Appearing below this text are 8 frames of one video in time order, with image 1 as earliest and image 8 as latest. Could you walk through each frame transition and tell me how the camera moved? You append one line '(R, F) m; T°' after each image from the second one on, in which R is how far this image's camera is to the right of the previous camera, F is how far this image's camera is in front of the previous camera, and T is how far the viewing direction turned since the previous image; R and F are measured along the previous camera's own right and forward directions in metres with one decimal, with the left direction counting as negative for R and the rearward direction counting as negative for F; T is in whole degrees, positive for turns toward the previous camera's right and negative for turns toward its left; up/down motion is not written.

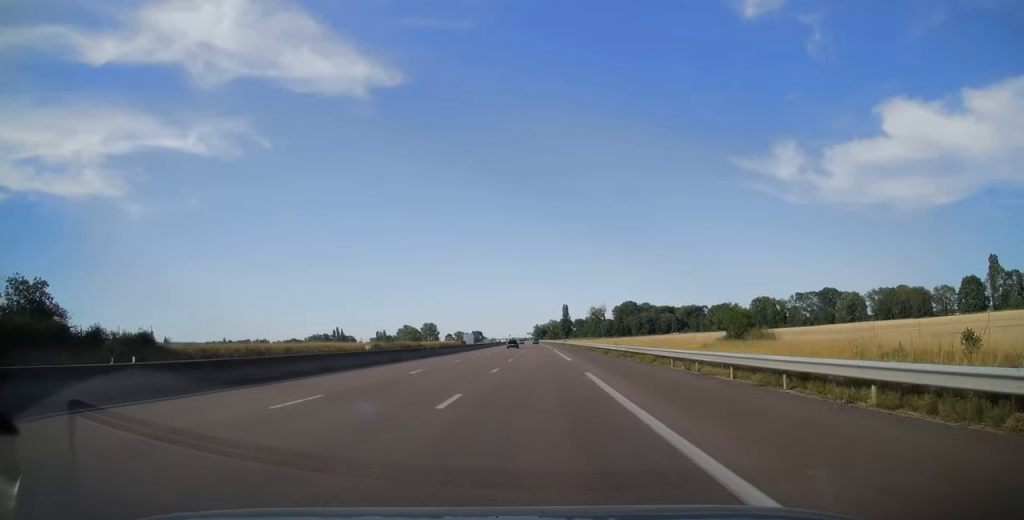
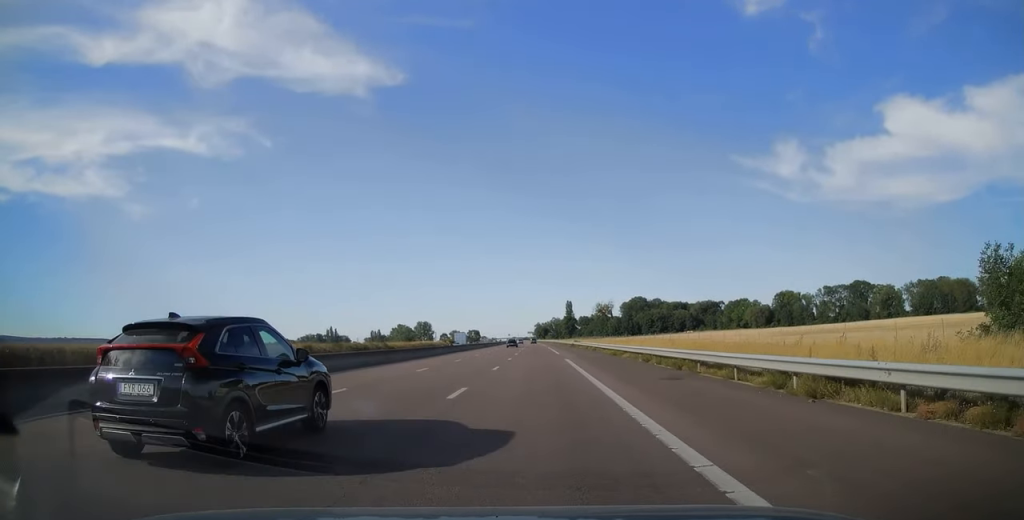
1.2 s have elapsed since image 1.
(-0.1, +36.9) m; 0°
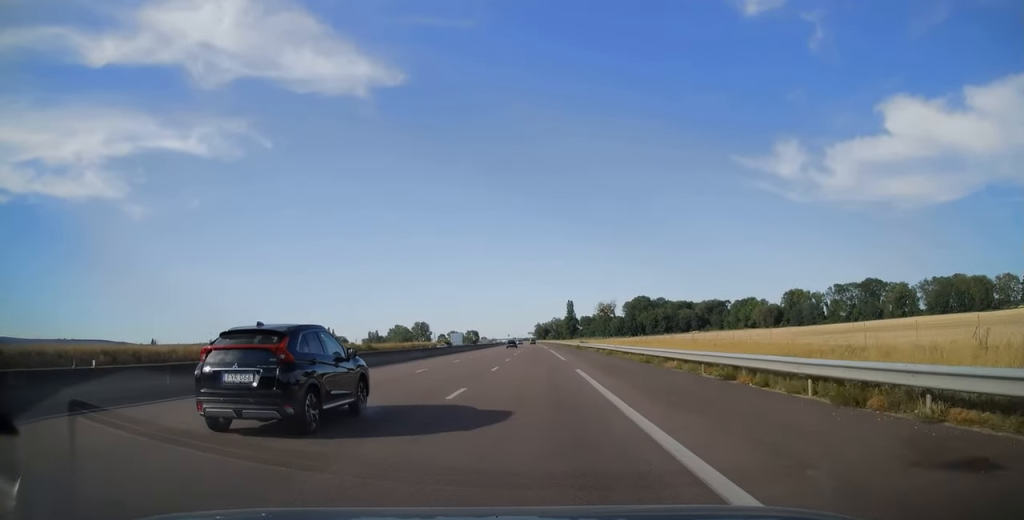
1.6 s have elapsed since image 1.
(-0.1, +12.8) m; 0°
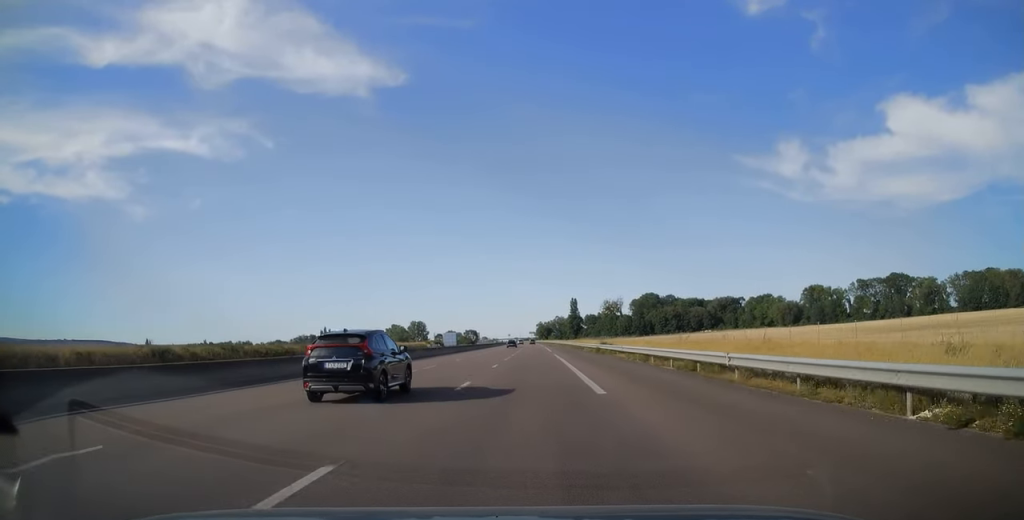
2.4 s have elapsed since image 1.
(0.0, +23.7) m; 0°
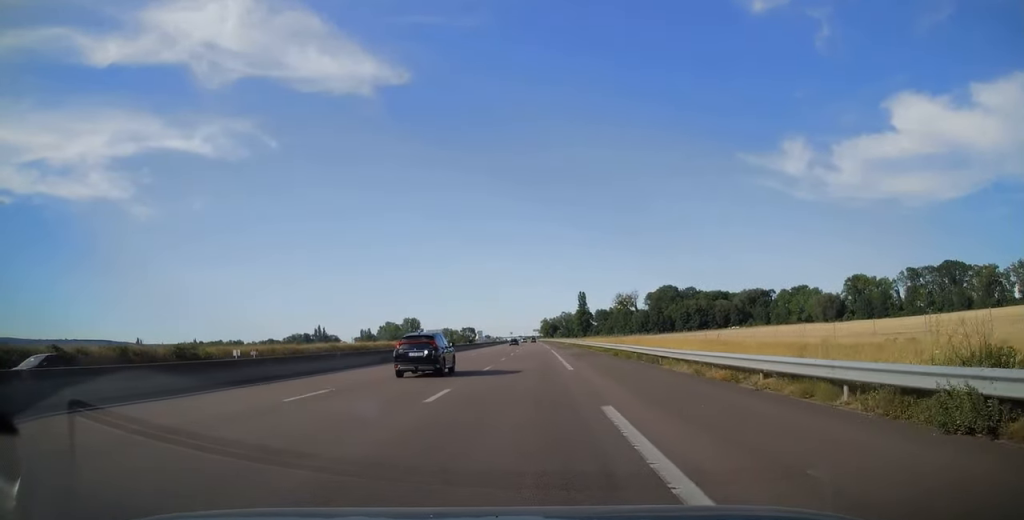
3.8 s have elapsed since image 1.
(-0.1, +42.3) m; 0°
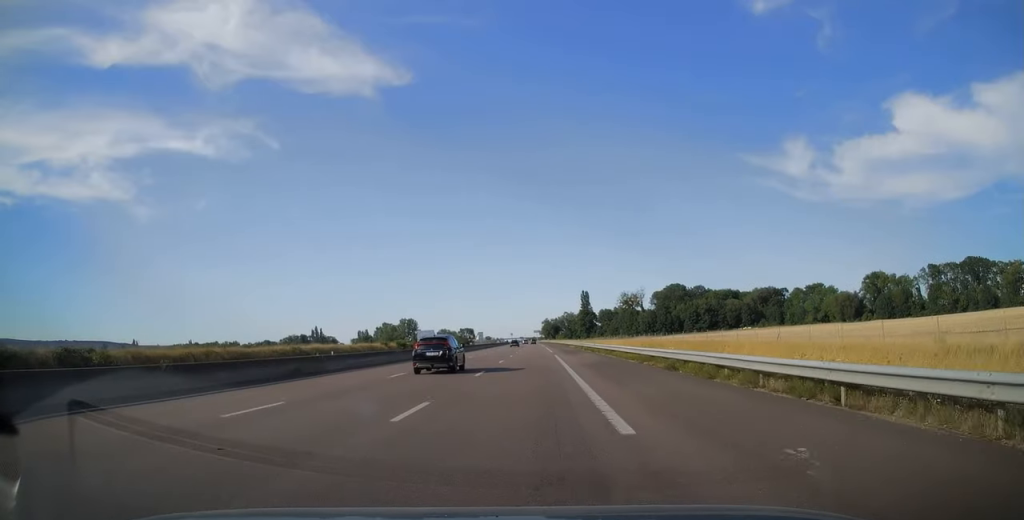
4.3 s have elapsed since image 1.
(0.0, +16.0) m; 0°
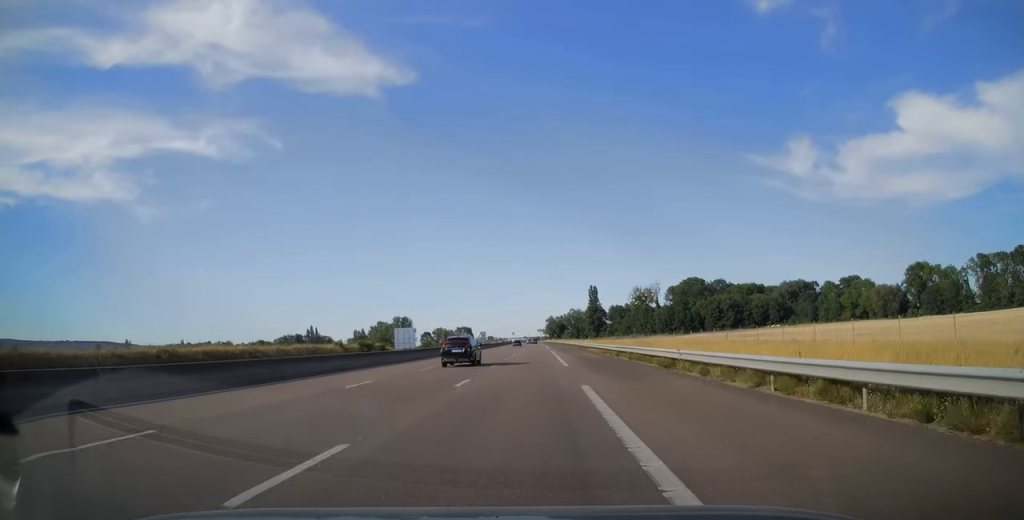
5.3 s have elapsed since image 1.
(-0.1, +31.5) m; 0°
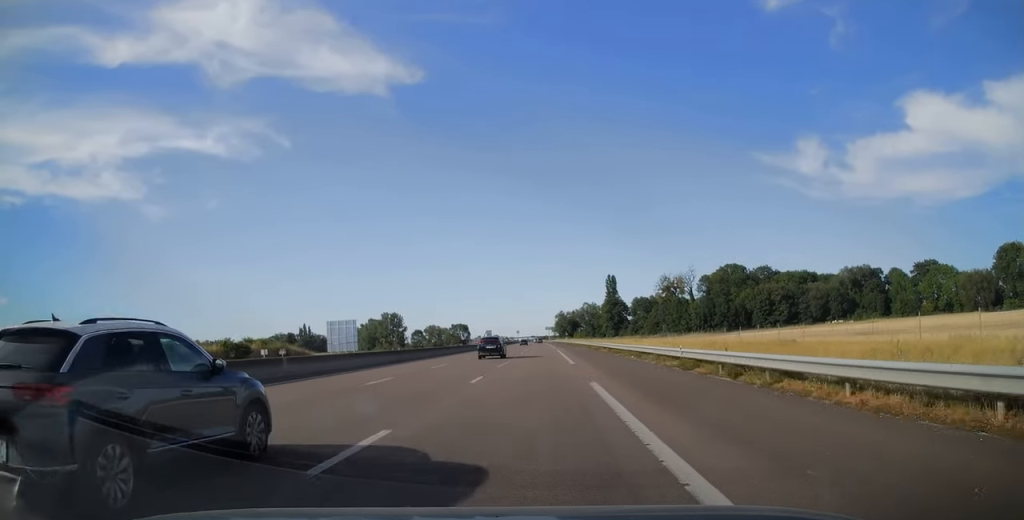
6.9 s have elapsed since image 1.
(-0.2, +51.0) m; -1°
